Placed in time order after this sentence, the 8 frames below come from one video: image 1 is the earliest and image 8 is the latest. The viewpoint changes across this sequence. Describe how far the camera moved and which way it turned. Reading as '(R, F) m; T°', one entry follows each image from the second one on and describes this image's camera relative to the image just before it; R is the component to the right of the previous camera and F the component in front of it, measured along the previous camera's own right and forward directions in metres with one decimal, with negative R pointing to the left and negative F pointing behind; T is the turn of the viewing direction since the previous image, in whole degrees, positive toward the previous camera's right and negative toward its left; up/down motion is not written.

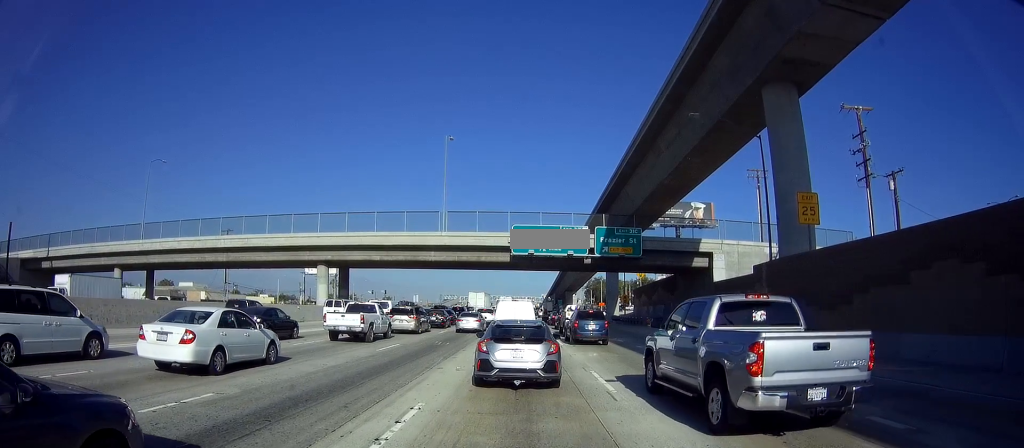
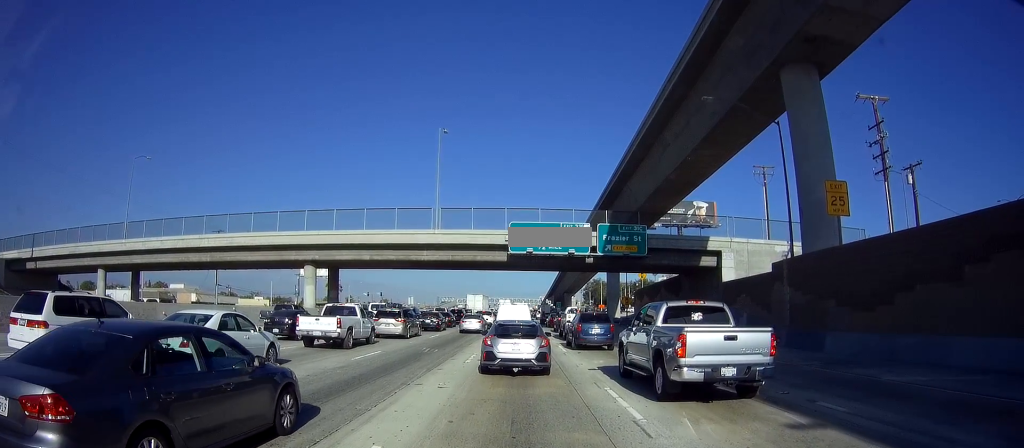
(+0.1, +4.1) m; 0°
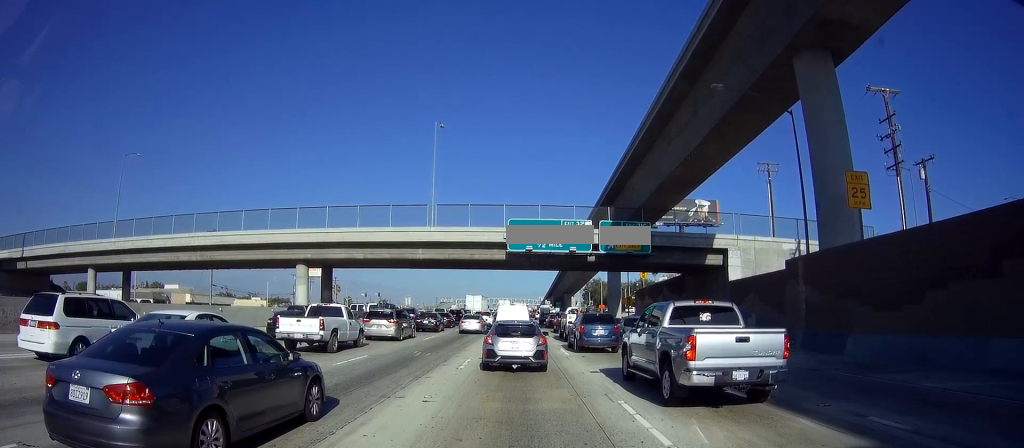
(-0.1, +2.4) m; -2°
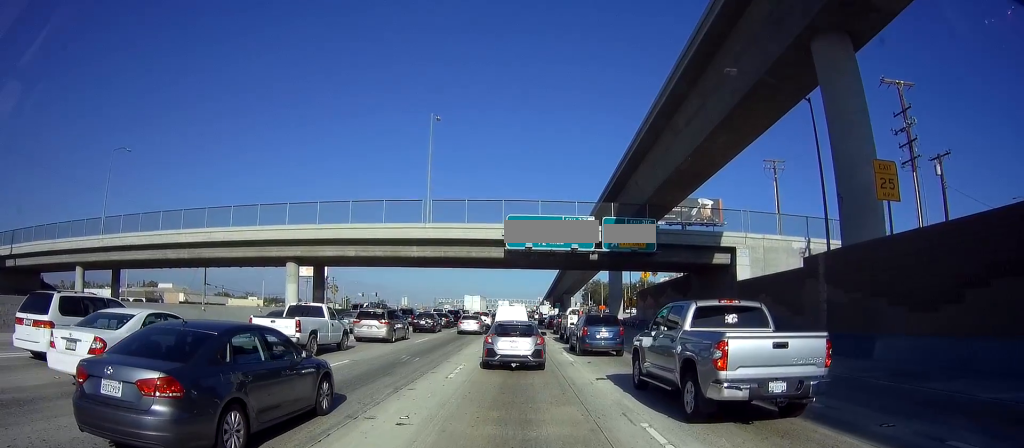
(0.0, +2.4) m; +1°
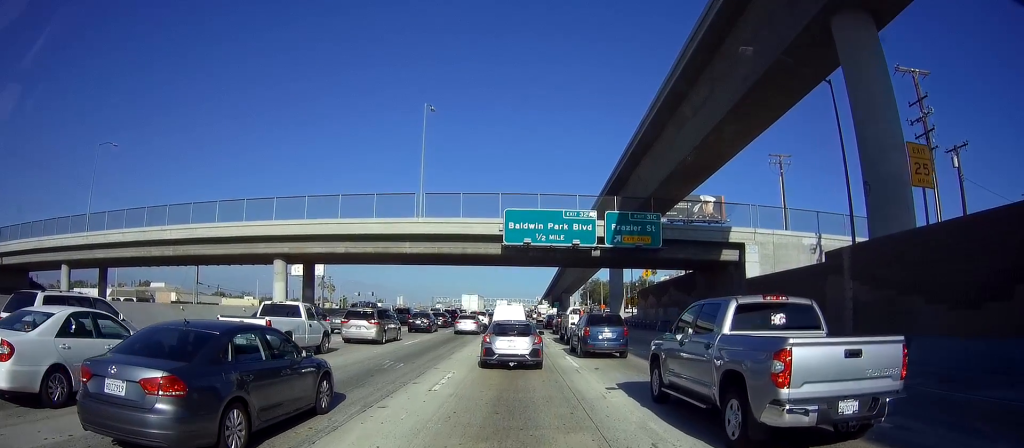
(0.0, +2.4) m; 0°
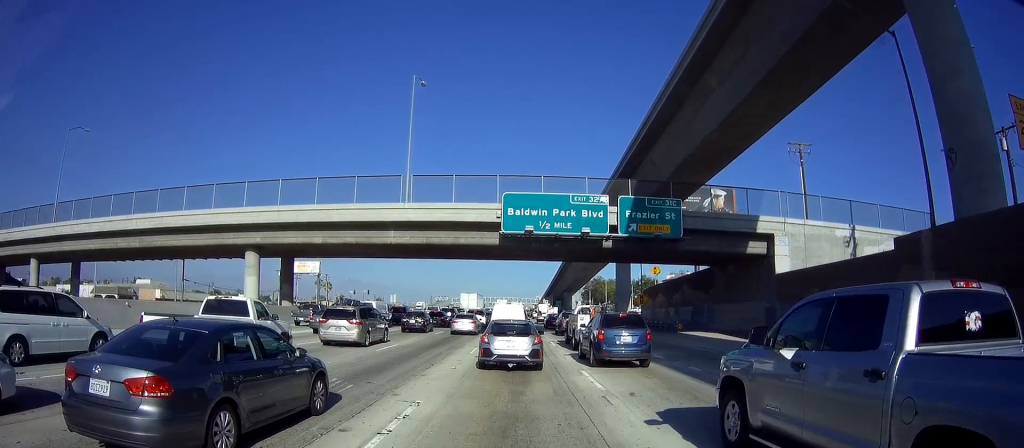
(0.0, +5.1) m; 0°
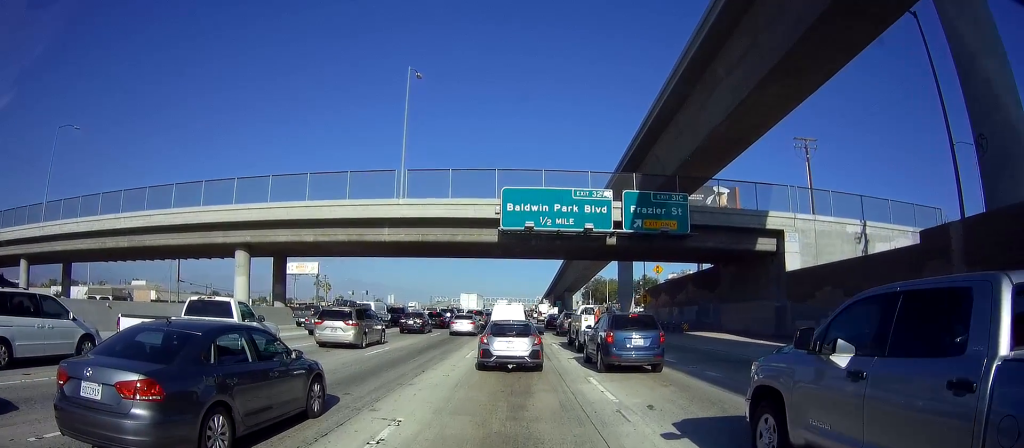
(0.0, +1.6) m; 0°
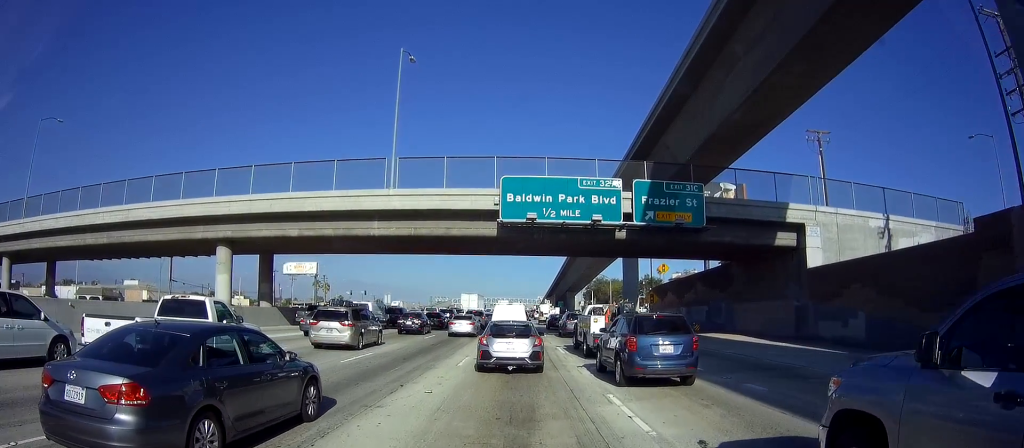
(0.0, +2.8) m; 0°
